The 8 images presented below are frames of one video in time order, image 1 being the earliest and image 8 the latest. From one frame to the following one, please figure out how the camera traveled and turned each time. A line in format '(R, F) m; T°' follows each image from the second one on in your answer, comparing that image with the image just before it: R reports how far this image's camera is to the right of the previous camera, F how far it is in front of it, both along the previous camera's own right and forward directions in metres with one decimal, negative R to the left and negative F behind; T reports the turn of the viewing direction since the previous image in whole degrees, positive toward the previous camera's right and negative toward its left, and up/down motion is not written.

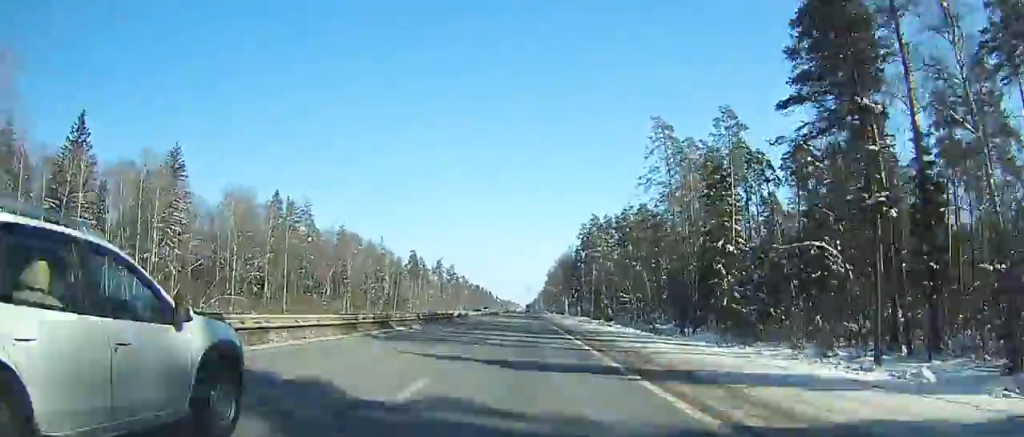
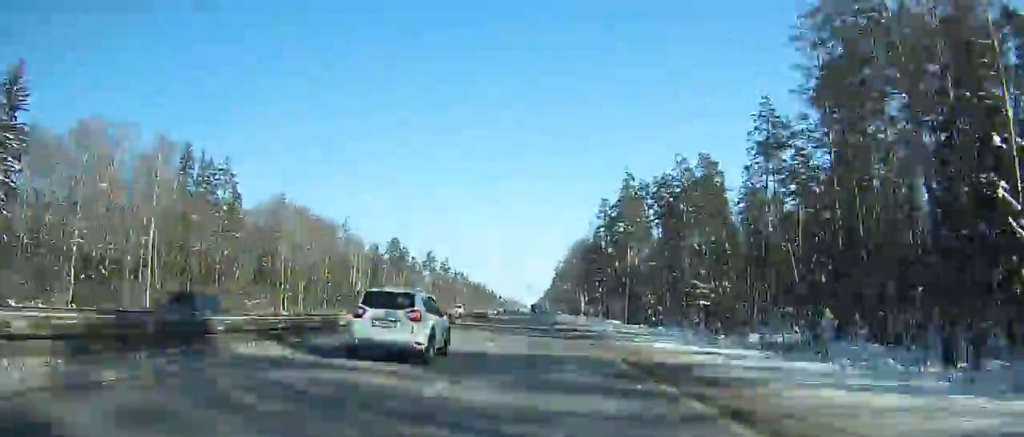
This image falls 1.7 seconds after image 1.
(-1.0, +47.9) m; 0°
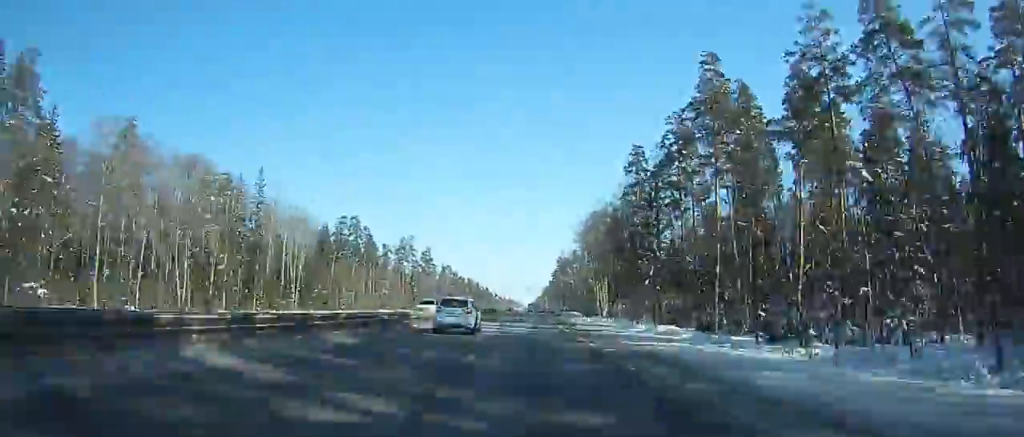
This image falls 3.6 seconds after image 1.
(+2.3, +53.3) m; +2°
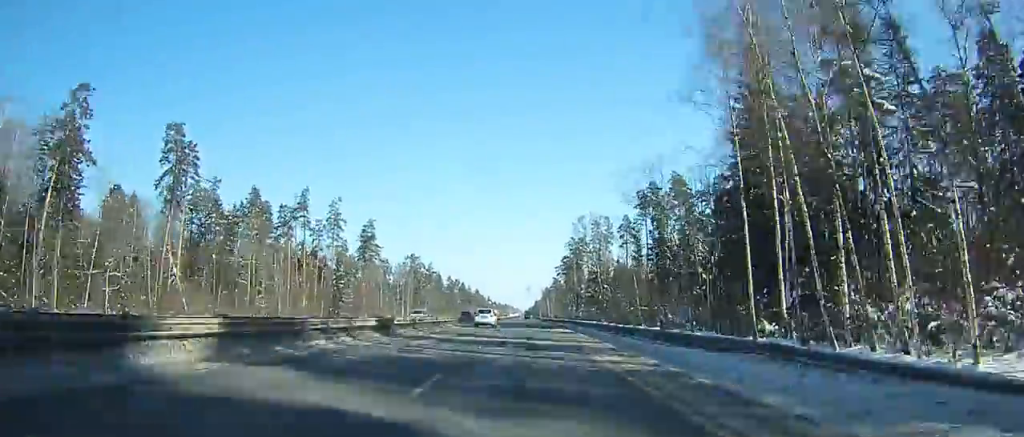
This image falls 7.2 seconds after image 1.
(+0.7, +99.6) m; 0°
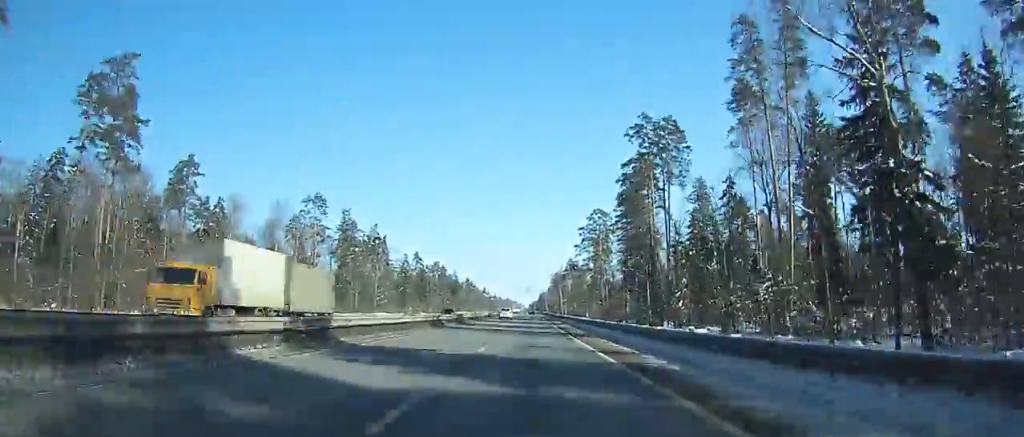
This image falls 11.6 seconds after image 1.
(-0.3, +118.9) m; -2°
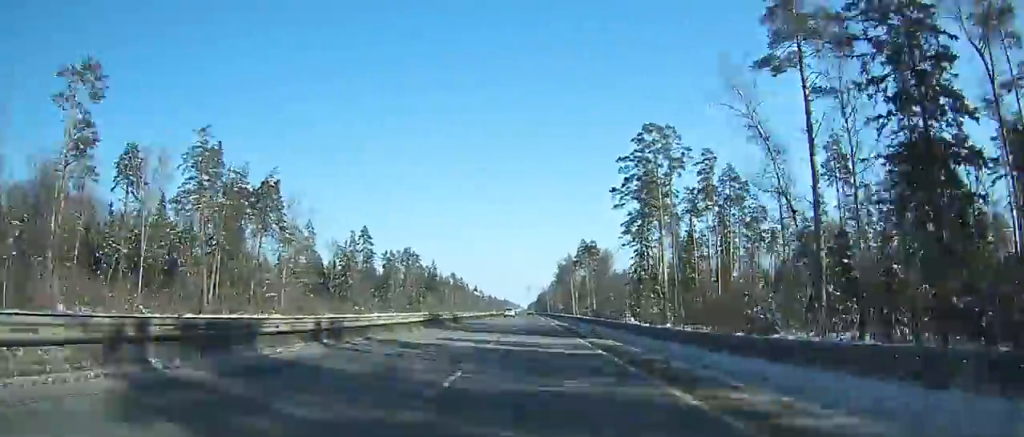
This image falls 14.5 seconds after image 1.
(-2.6, +77.3) m; 0°
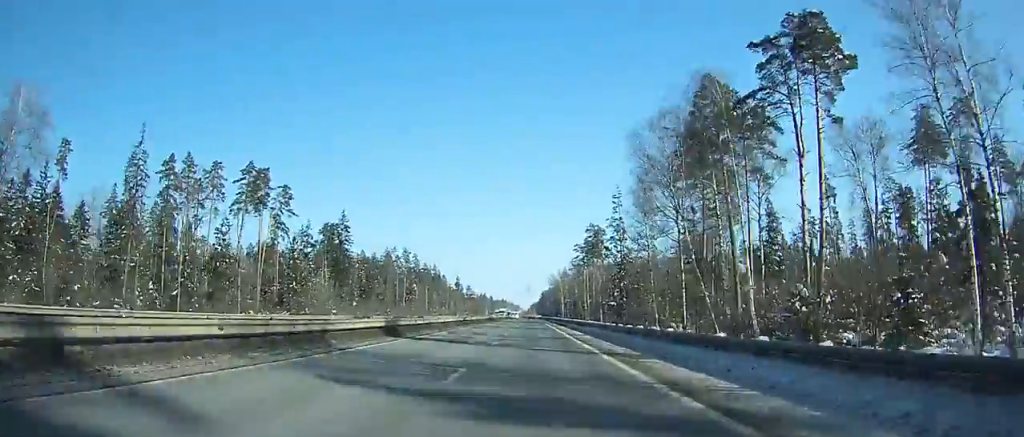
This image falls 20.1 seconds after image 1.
(+9.8, +157.0) m; +4°
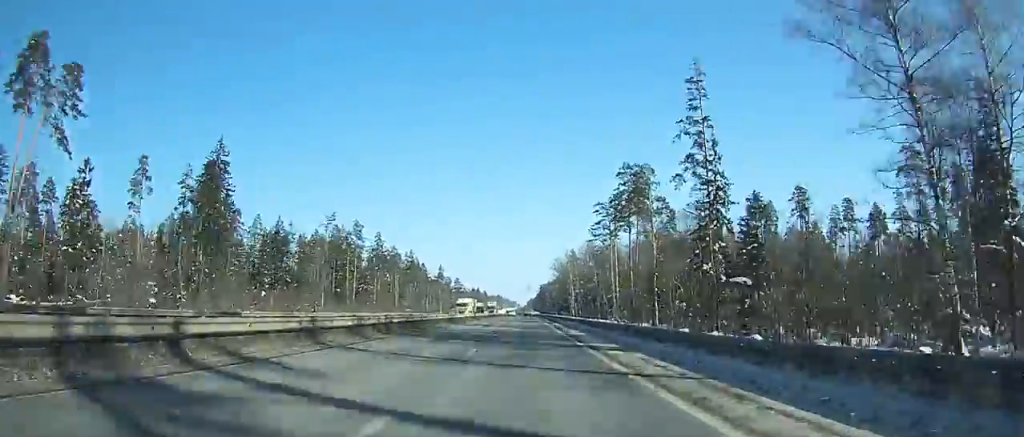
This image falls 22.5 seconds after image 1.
(-2.1, +68.7) m; -2°
